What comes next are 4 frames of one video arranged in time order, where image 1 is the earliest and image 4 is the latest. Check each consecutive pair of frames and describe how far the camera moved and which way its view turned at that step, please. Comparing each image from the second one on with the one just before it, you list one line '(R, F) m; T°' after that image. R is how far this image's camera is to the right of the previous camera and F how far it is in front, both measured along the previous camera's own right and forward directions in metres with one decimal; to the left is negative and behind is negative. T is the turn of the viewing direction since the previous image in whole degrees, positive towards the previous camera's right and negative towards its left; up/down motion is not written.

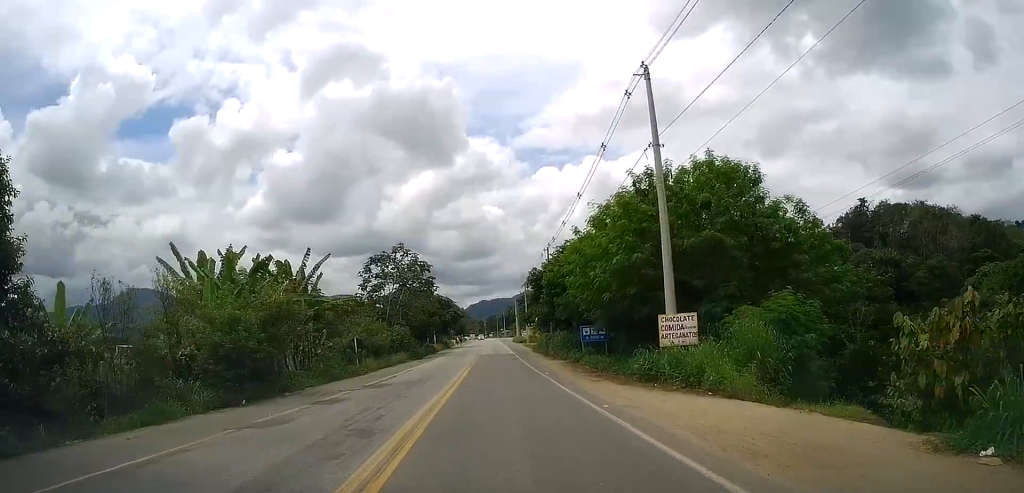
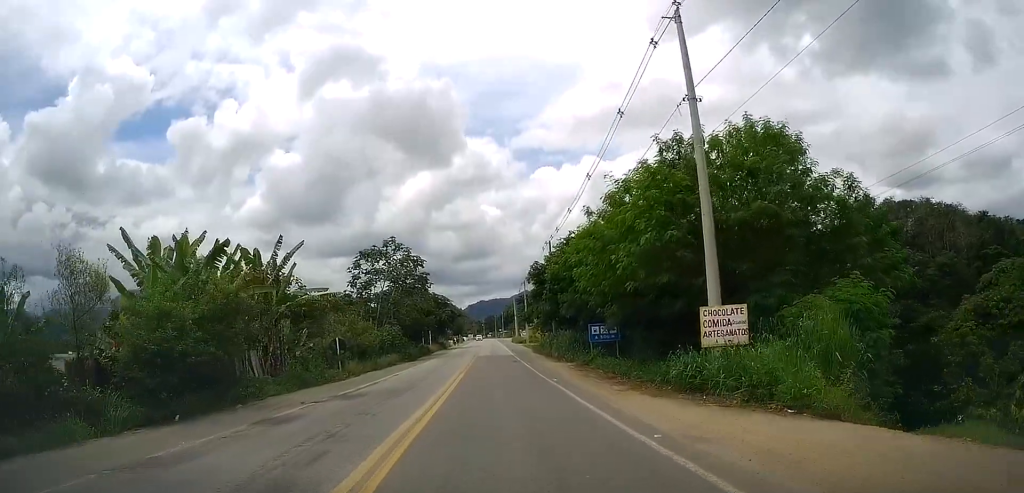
(+0.2, +3.3) m; +4°
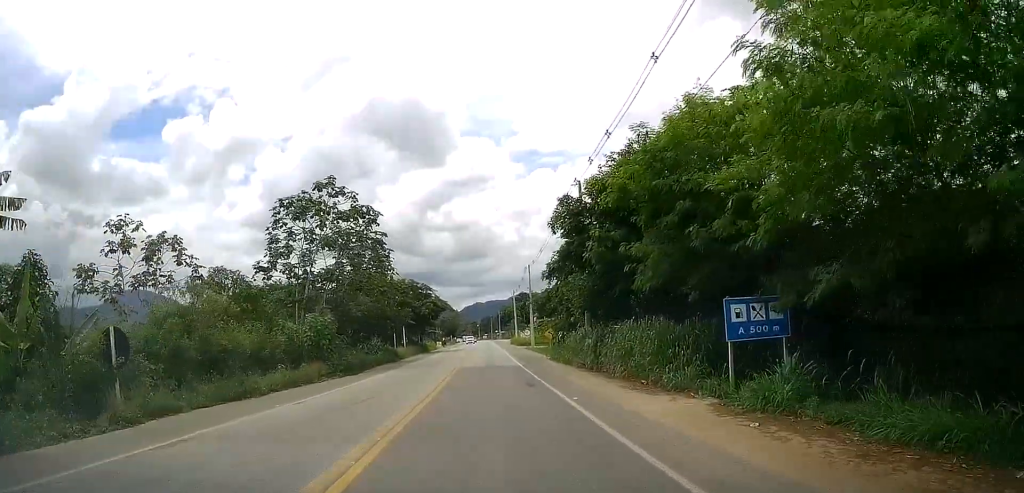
(-2.4, +17.5) m; -8°
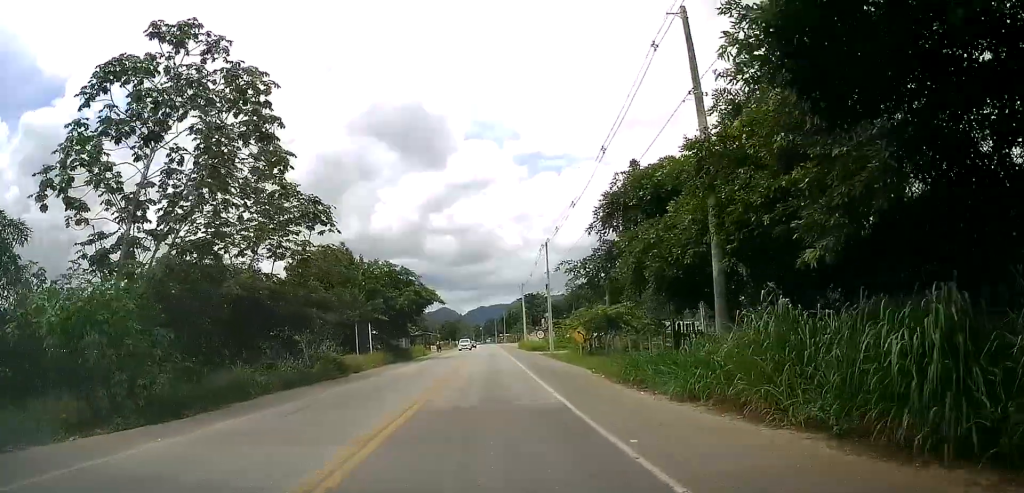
(+0.2, +17.0) m; -2°
